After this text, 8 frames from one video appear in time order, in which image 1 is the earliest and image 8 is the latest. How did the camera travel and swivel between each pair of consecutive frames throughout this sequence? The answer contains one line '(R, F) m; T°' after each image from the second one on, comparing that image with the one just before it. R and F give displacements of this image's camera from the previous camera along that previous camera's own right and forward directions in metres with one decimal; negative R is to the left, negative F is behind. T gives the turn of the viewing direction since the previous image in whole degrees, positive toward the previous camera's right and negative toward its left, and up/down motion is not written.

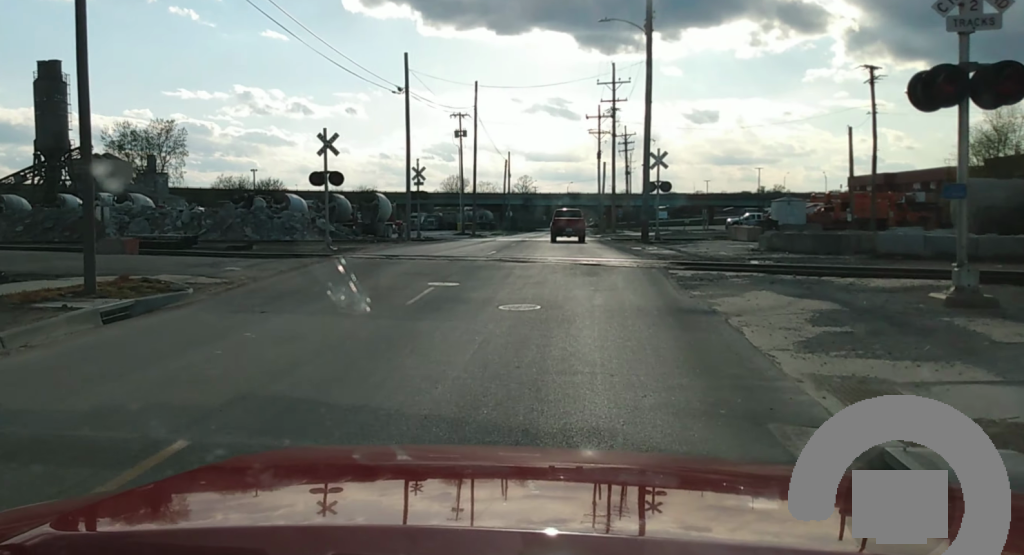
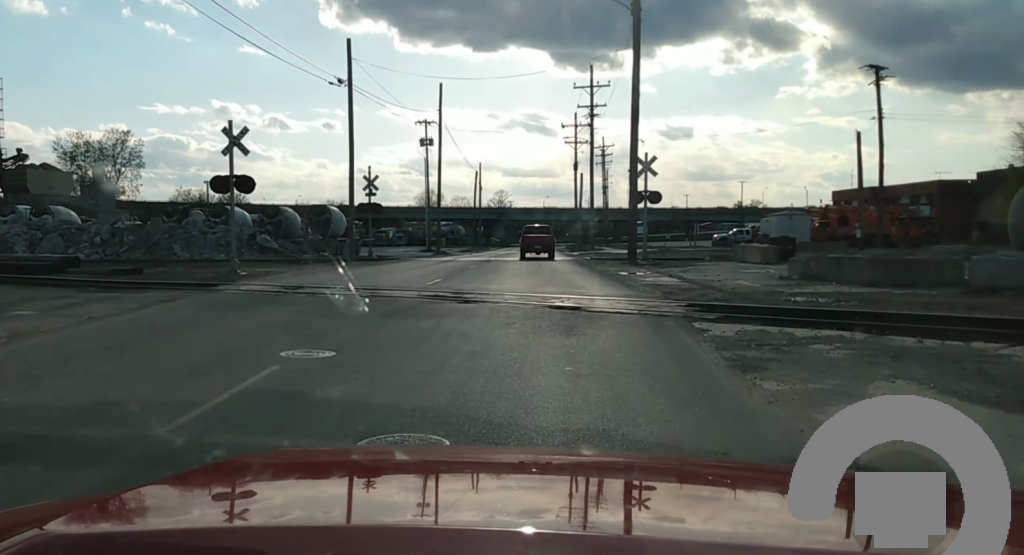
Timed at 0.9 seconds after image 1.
(+0.1, +8.0) m; -2°
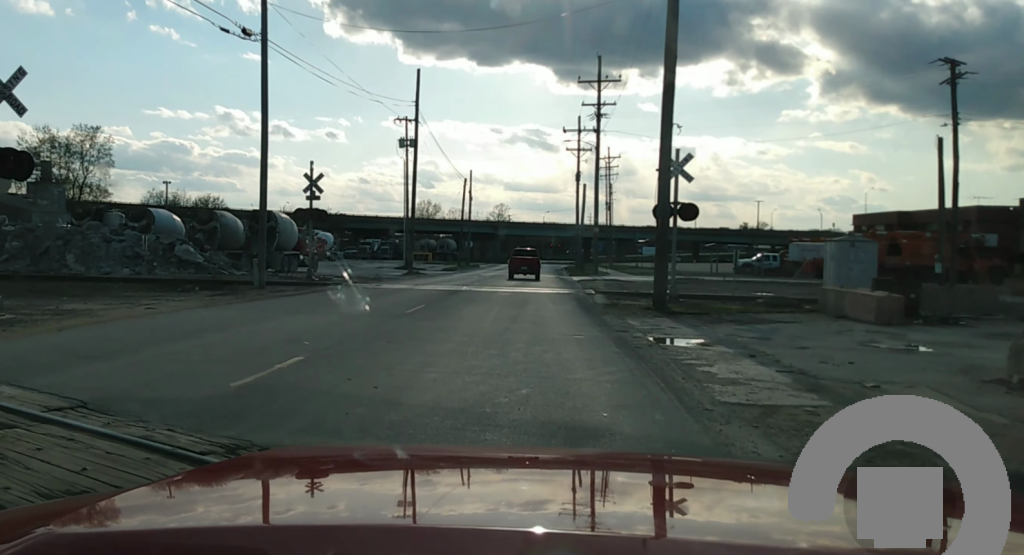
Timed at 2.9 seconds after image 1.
(-0.4, +13.8) m; +1°
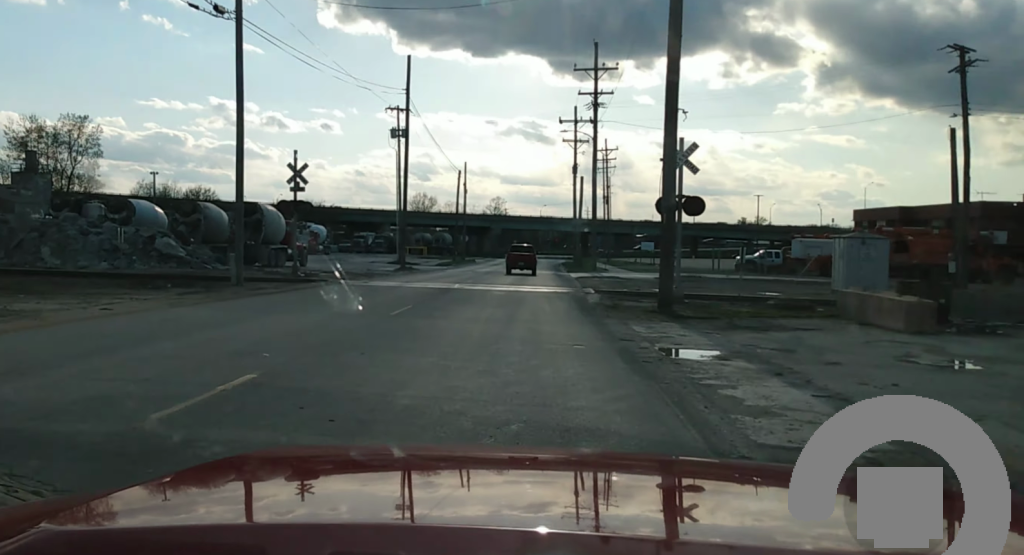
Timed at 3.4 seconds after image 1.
(0.0, +2.4) m; 0°
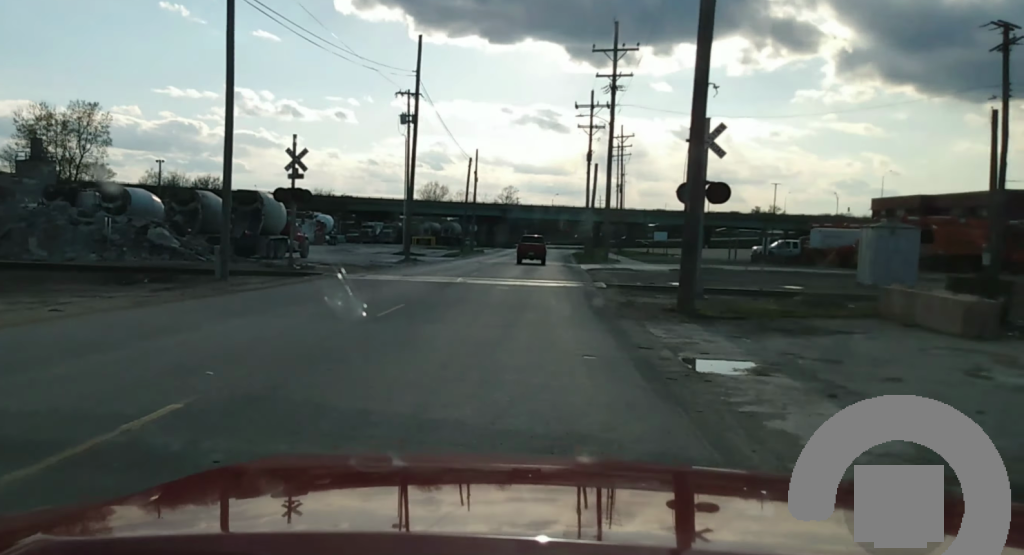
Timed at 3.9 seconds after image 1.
(0.0, +2.7) m; 0°
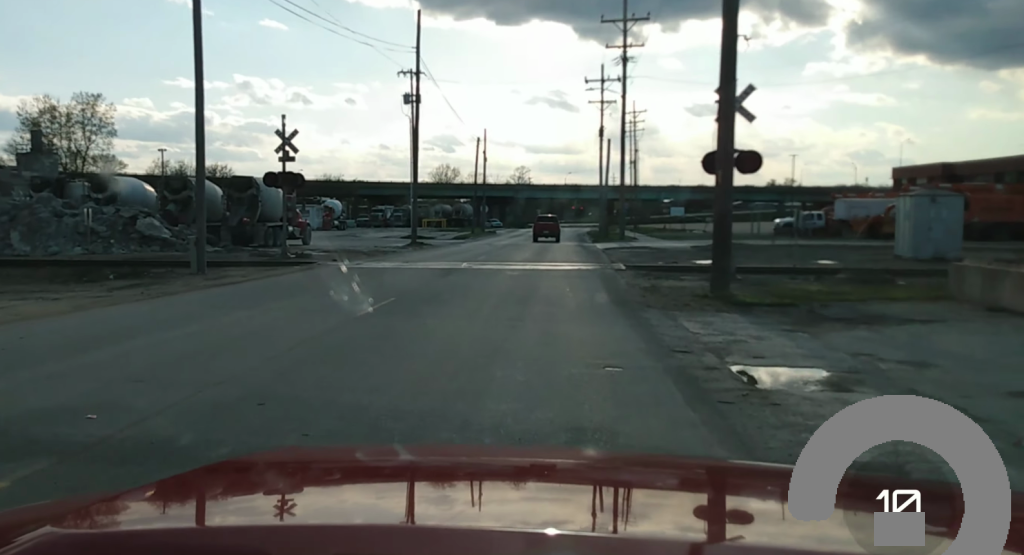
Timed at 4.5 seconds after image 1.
(0.0, +3.5) m; -1°
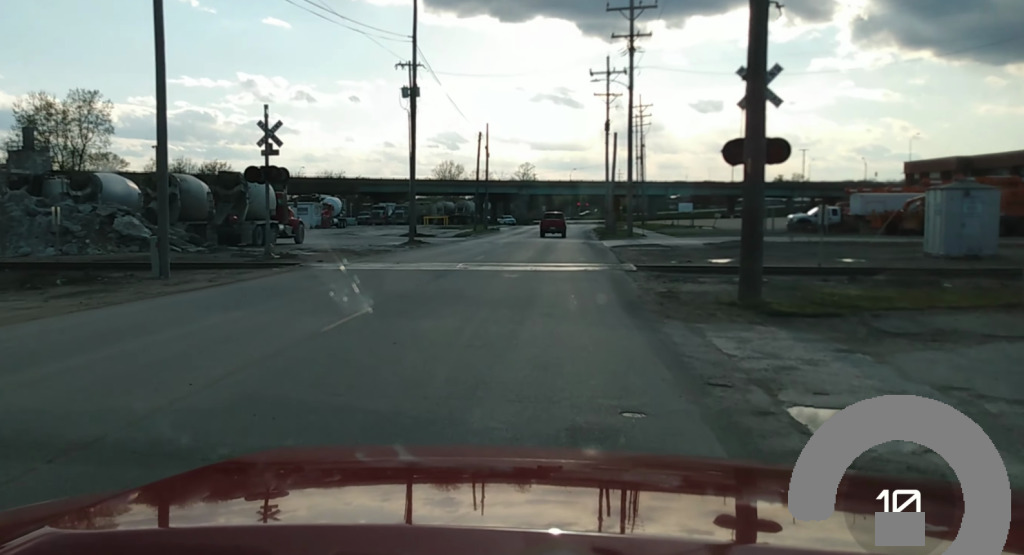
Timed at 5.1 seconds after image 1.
(0.0, +2.9) m; -1°
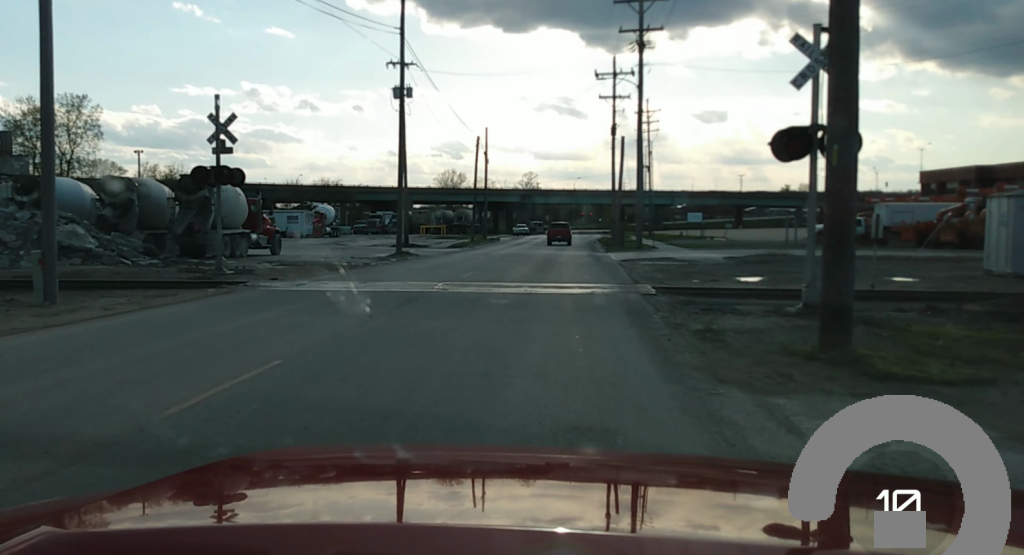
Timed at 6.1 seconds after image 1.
(-0.1, +5.2) m; -4°
